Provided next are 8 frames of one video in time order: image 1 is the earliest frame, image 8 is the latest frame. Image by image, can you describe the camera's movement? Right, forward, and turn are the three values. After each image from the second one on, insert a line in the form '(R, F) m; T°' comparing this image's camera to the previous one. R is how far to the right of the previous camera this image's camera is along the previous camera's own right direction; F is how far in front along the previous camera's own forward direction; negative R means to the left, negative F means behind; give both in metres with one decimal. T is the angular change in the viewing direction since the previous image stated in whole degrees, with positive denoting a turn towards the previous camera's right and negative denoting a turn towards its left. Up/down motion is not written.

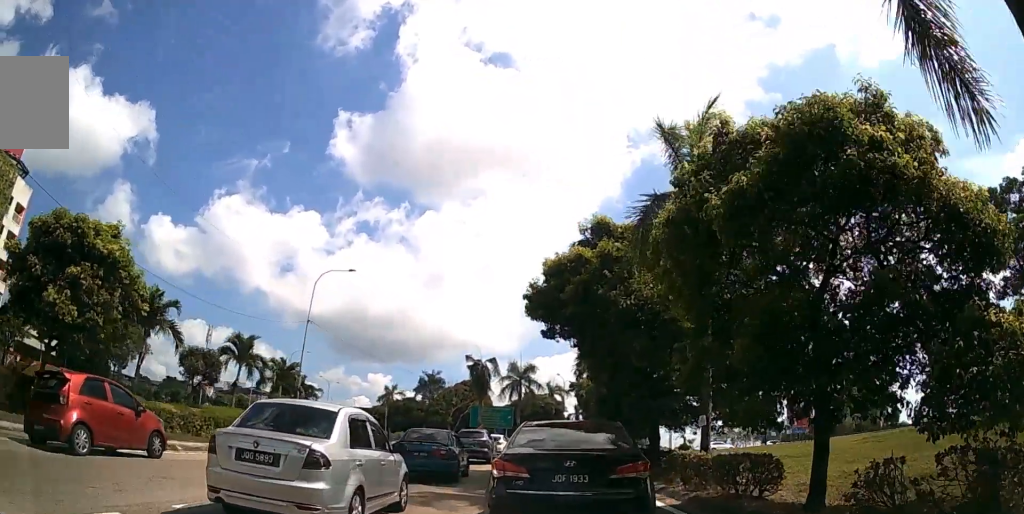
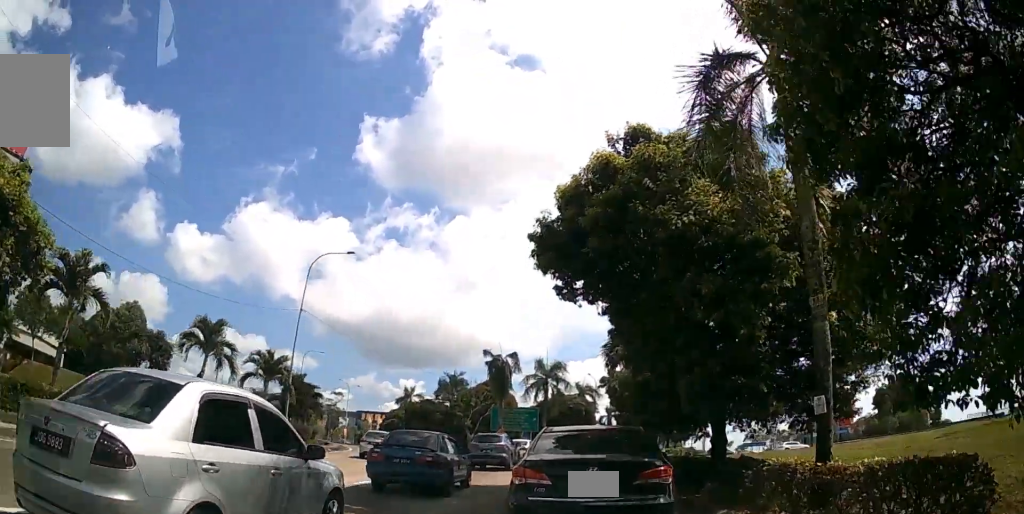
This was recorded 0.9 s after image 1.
(-0.3, +5.6) m; -5°
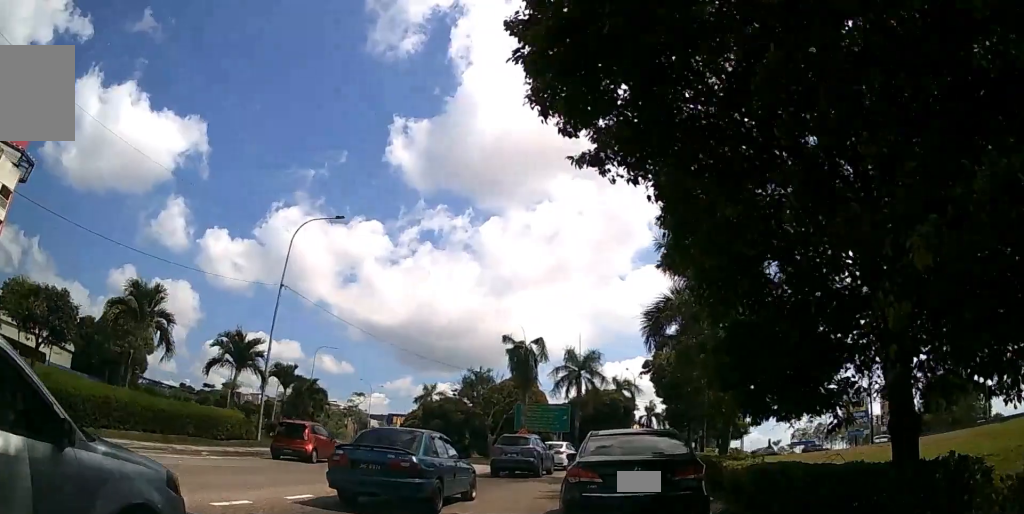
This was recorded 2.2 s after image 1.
(-0.4, +7.5) m; -4°
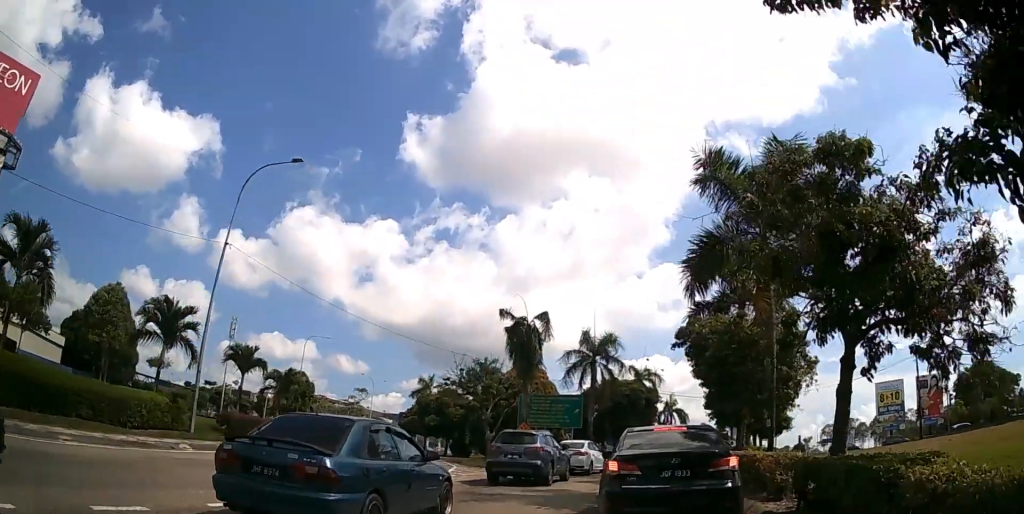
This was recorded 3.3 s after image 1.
(-0.1, +6.4) m; 0°
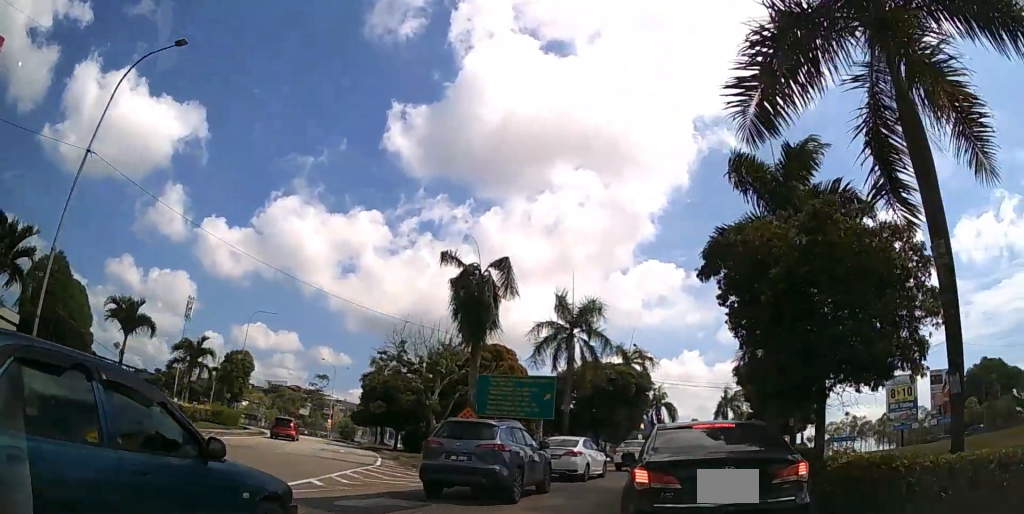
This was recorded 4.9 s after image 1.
(+0.2, +7.8) m; +4°
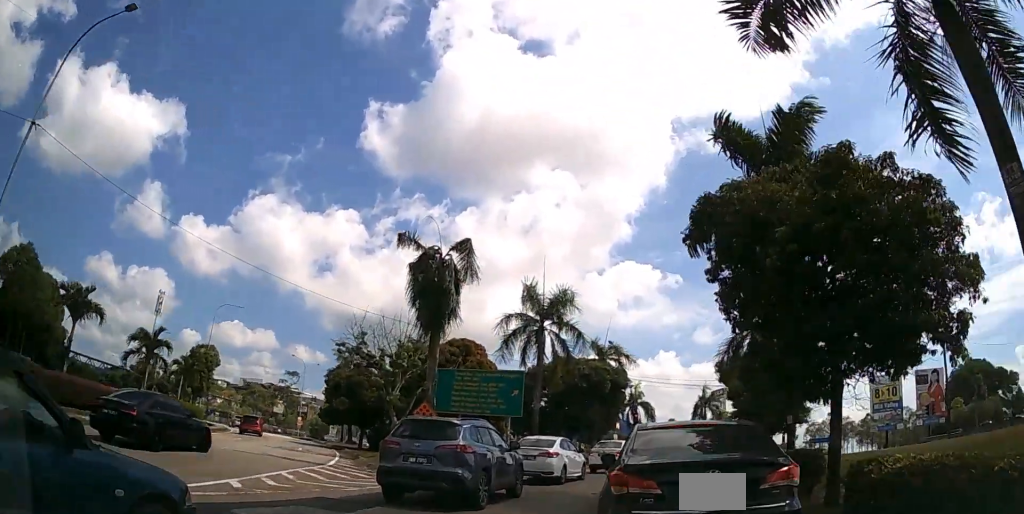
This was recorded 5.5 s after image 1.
(0.0, +1.8) m; +1°
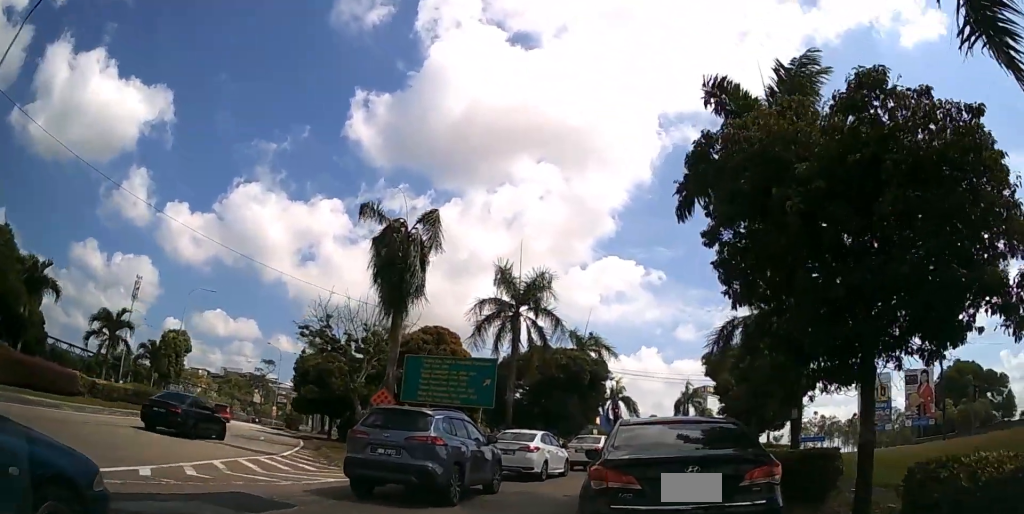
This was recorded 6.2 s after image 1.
(0.0, +1.7) m; +1°
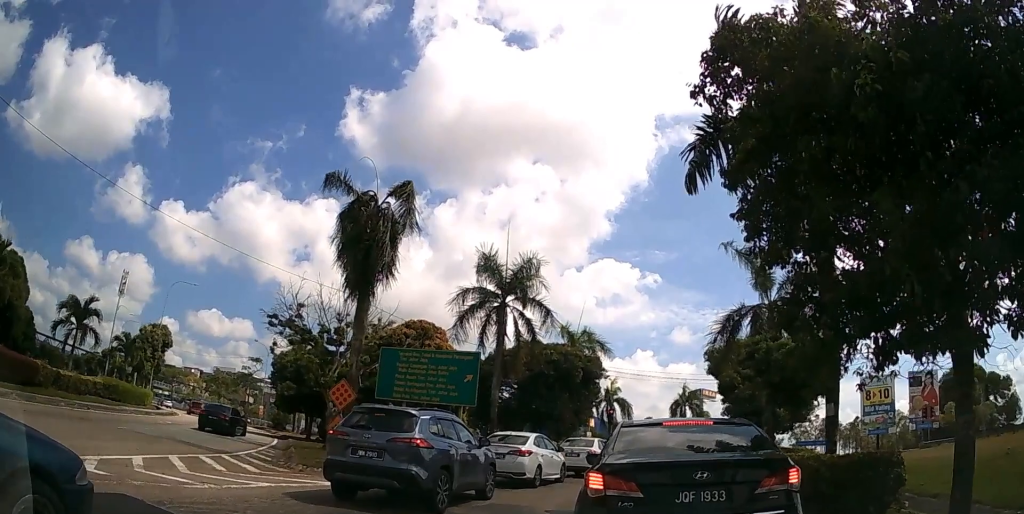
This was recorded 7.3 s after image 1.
(+0.1, +1.1) m; 0°
